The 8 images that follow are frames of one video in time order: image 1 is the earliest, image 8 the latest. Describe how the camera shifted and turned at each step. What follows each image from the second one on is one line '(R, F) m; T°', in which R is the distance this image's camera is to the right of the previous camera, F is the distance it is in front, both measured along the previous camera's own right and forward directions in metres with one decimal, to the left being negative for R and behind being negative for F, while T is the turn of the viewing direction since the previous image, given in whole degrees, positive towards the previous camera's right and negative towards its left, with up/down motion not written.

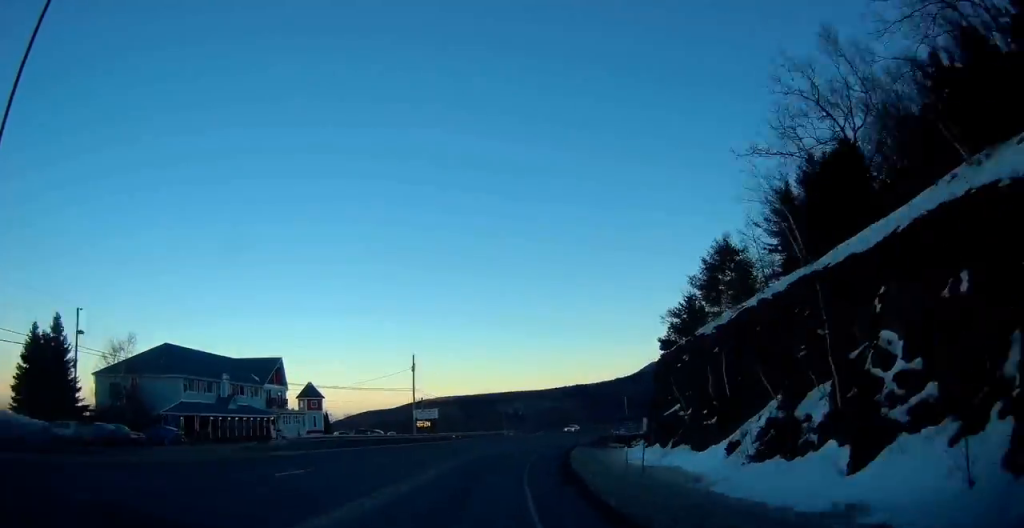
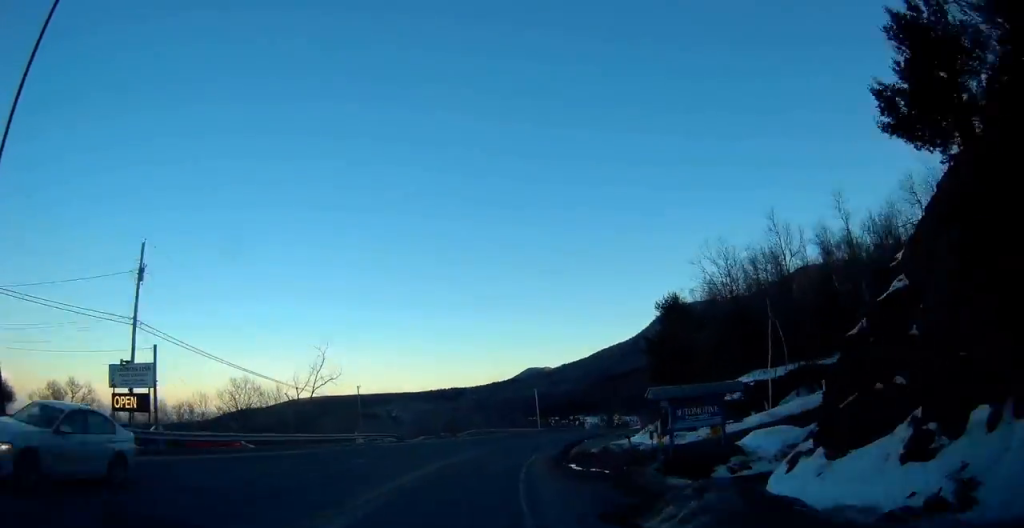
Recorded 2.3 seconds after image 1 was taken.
(+5.4, +51.5) m; +11°
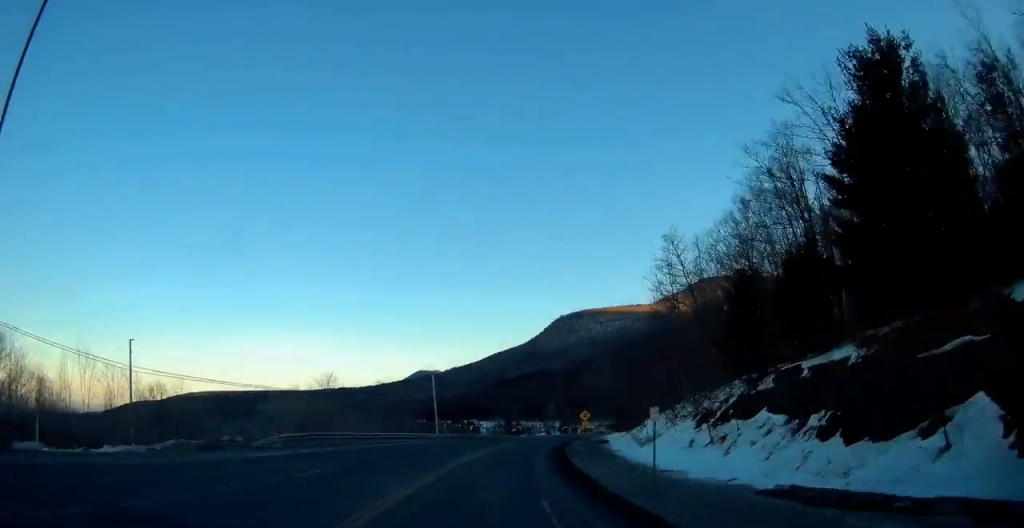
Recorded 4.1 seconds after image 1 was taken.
(+3.2, +42.9) m; +10°
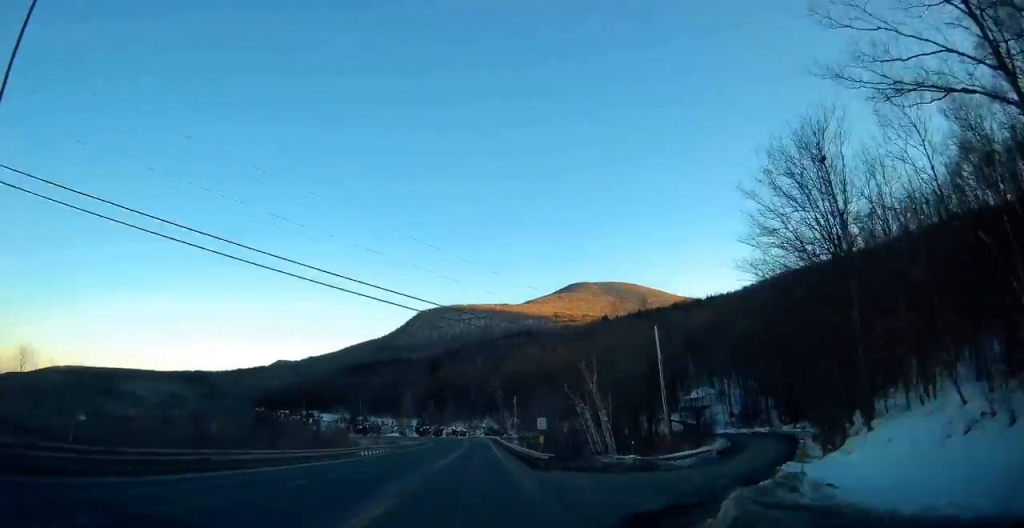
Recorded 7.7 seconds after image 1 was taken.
(+12.0, +82.6) m; +11°
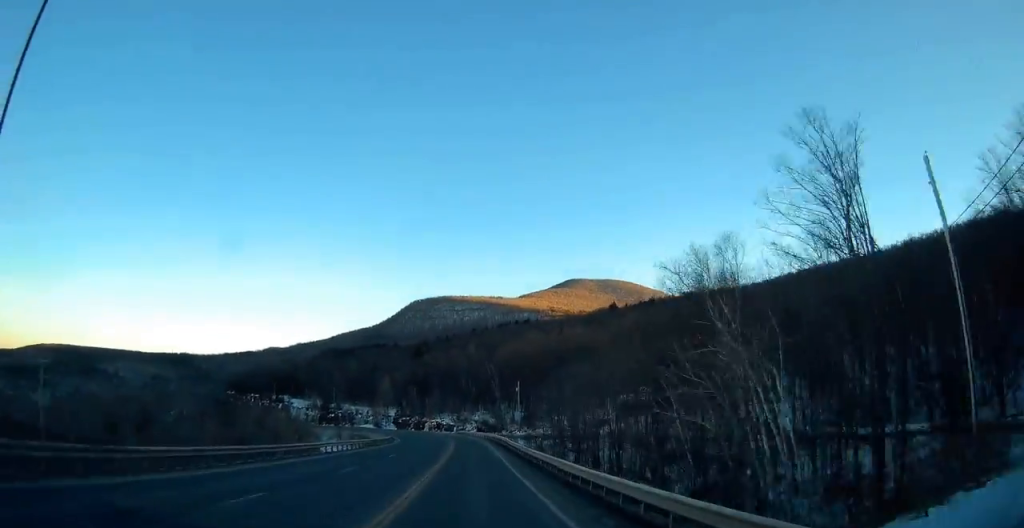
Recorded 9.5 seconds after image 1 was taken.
(+0.9, +41.8) m; +1°
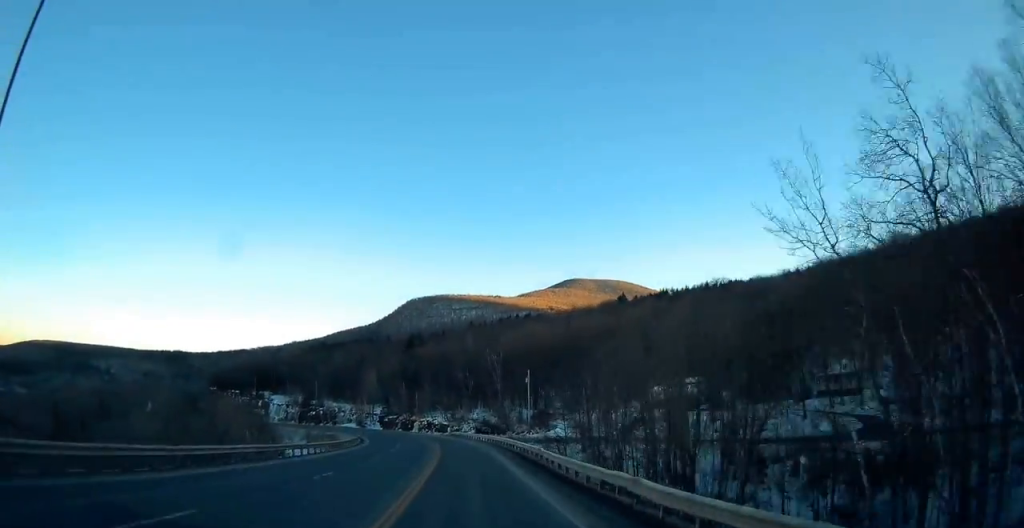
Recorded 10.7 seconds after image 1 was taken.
(+0.1, +27.8) m; -1°
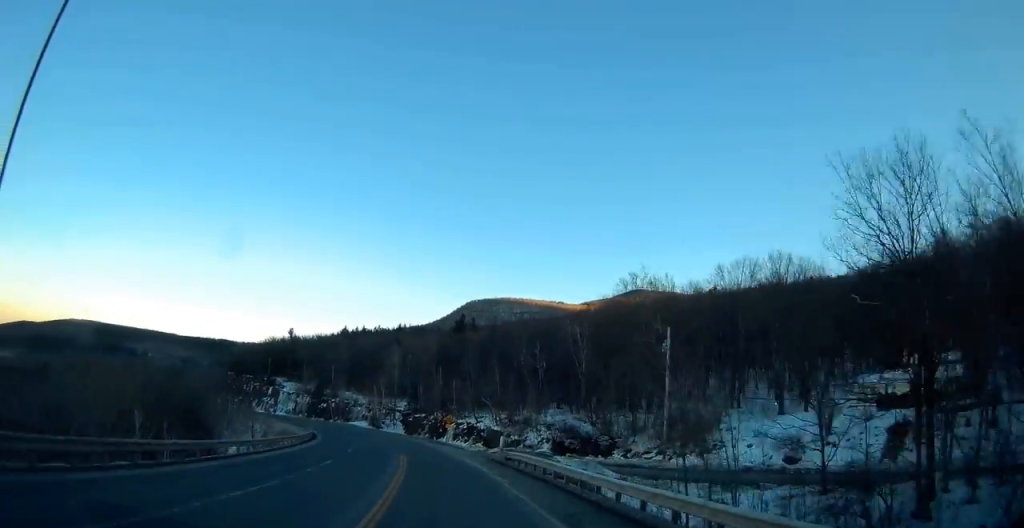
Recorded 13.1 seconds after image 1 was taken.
(-2.0, +55.6) m; -7°
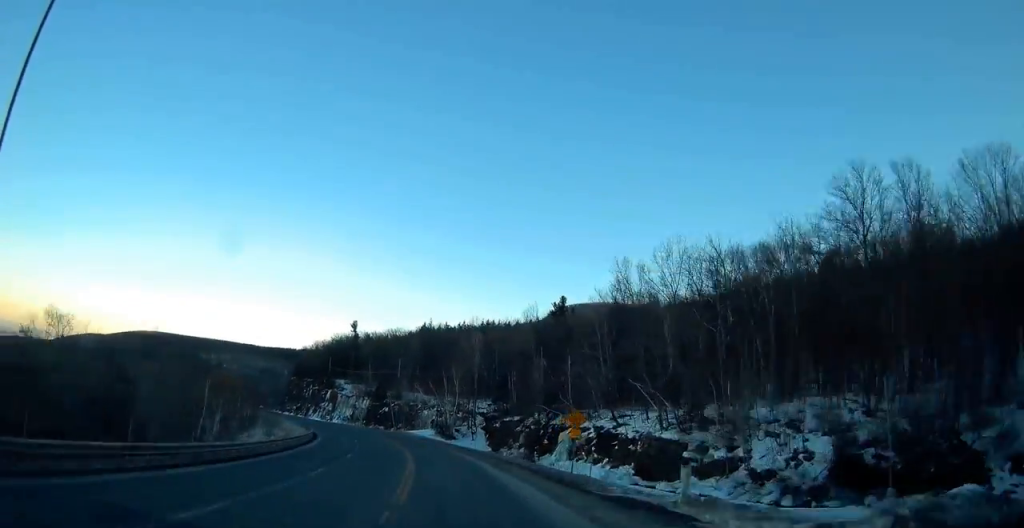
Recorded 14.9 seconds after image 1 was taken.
(-2.4, +40.3) m; -8°
